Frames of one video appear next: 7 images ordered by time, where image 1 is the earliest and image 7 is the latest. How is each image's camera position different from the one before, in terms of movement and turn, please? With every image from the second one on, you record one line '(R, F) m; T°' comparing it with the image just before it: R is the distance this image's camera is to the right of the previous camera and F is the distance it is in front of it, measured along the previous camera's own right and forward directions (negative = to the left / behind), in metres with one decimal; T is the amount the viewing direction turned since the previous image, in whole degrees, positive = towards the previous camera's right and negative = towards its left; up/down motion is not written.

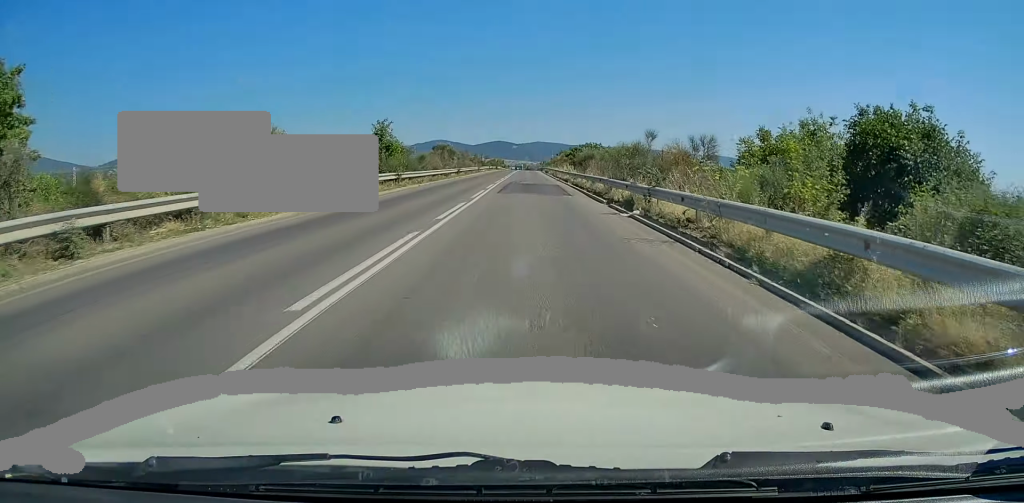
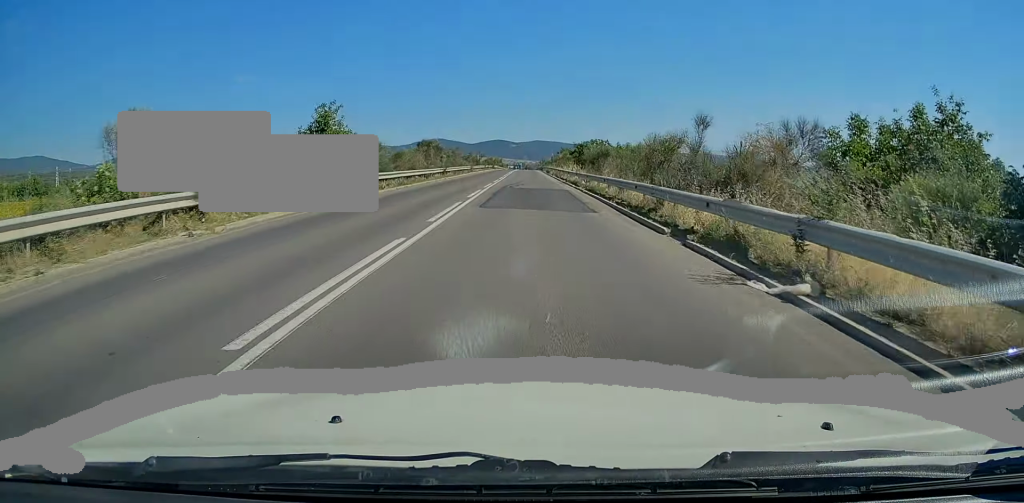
(0.0, +10.1) m; 0°
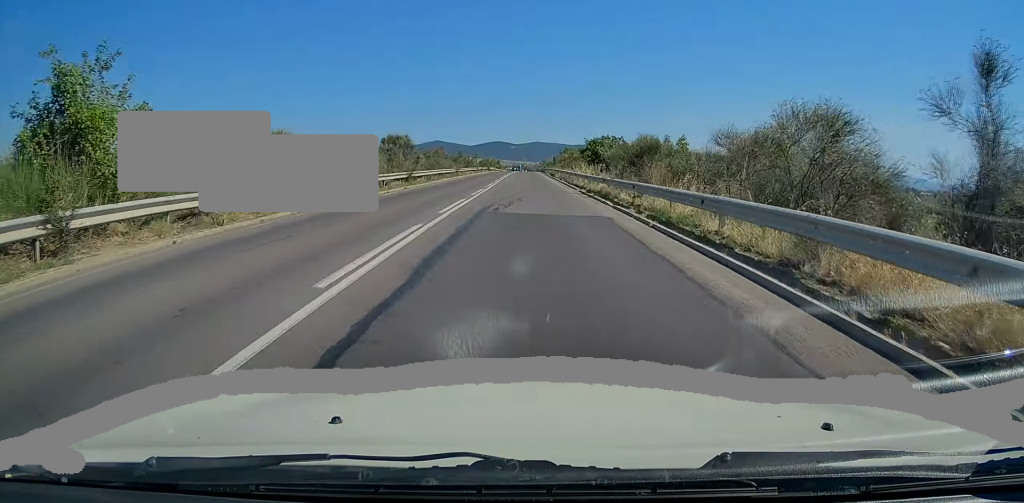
(-0.1, +15.8) m; 0°
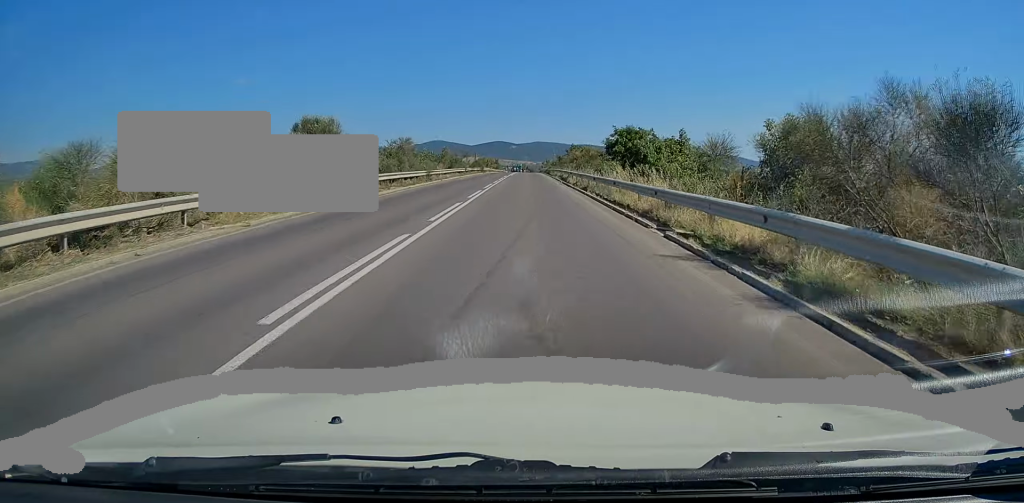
(0.0, +19.4) m; 0°
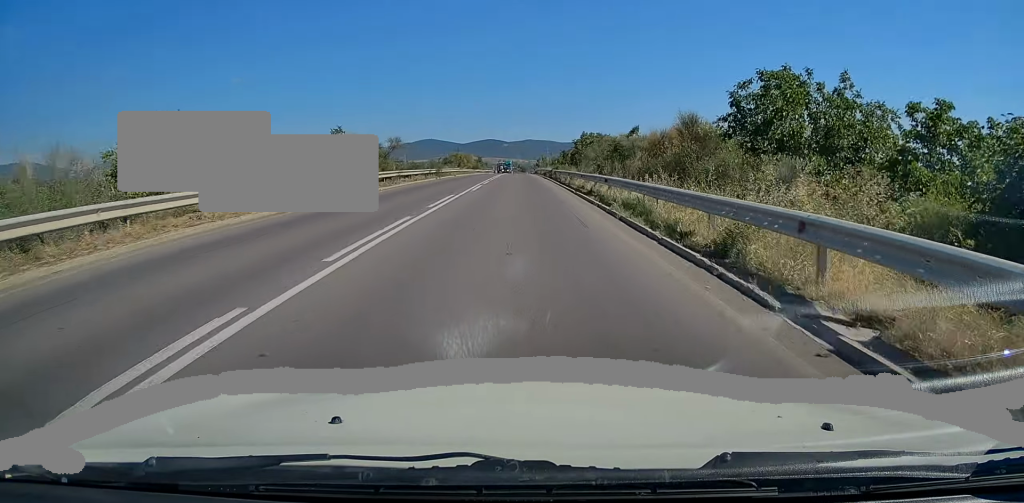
(0.0, +41.6) m; 0°
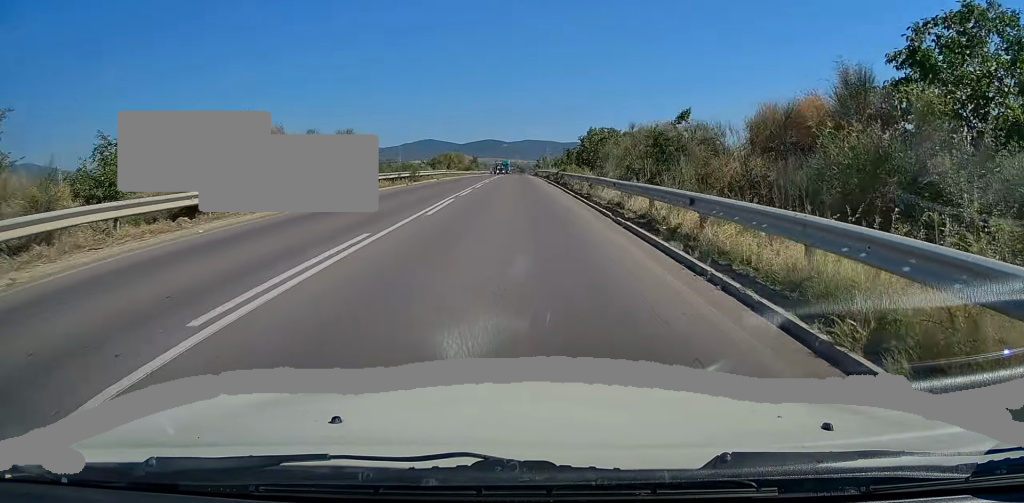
(+0.1, +12.1) m; 0°
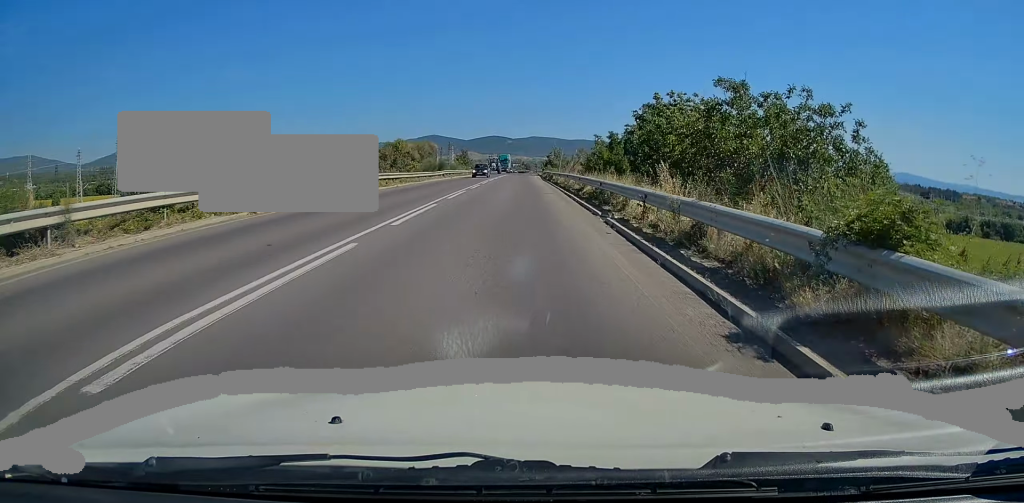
(+0.1, +37.9) m; 0°
